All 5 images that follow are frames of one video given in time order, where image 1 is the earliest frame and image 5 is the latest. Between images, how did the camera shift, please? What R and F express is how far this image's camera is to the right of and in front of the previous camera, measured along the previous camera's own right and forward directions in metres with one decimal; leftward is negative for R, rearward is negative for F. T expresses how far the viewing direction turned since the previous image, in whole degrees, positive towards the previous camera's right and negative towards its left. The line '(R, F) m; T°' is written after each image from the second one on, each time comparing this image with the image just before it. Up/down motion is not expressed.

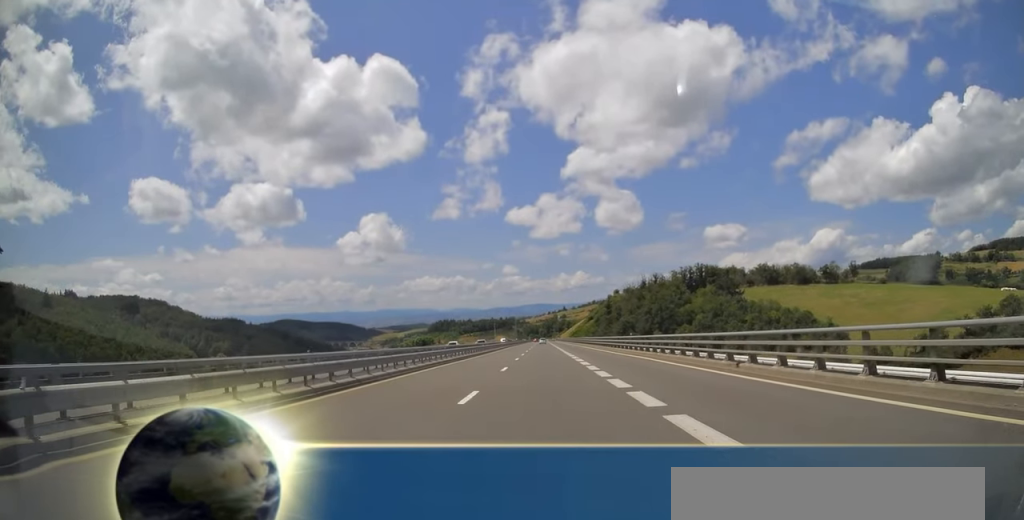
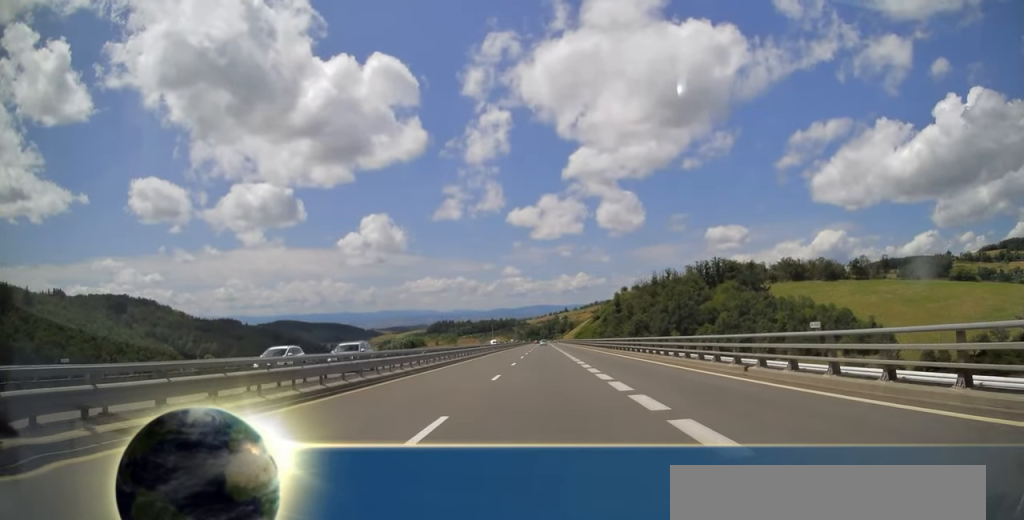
(0.0, +30.7) m; 0°
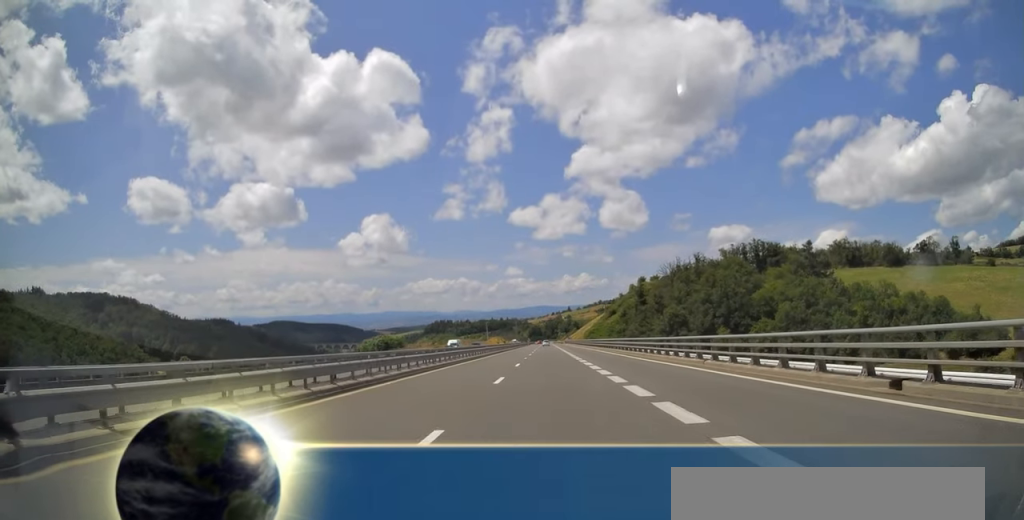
(0.0, +53.6) m; 0°
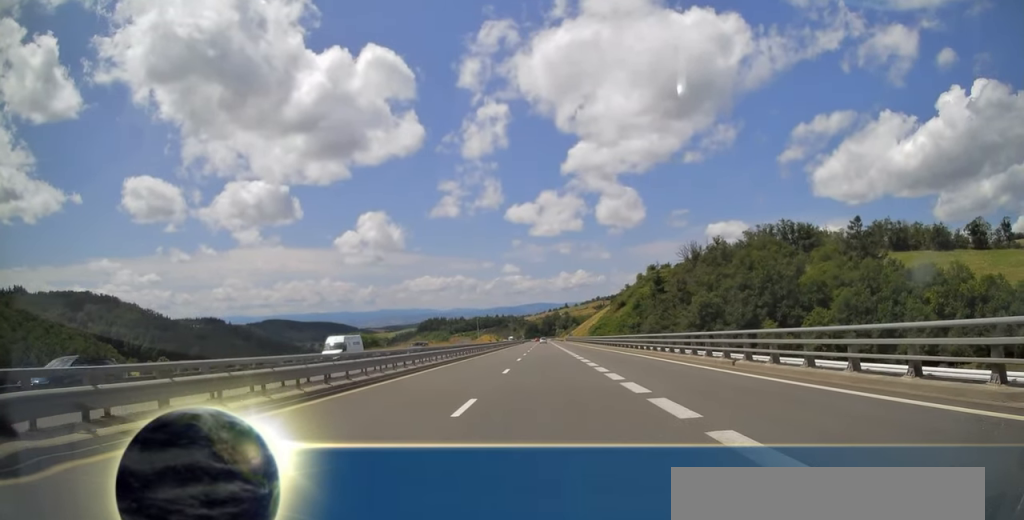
(0.0, +34.4) m; 0°
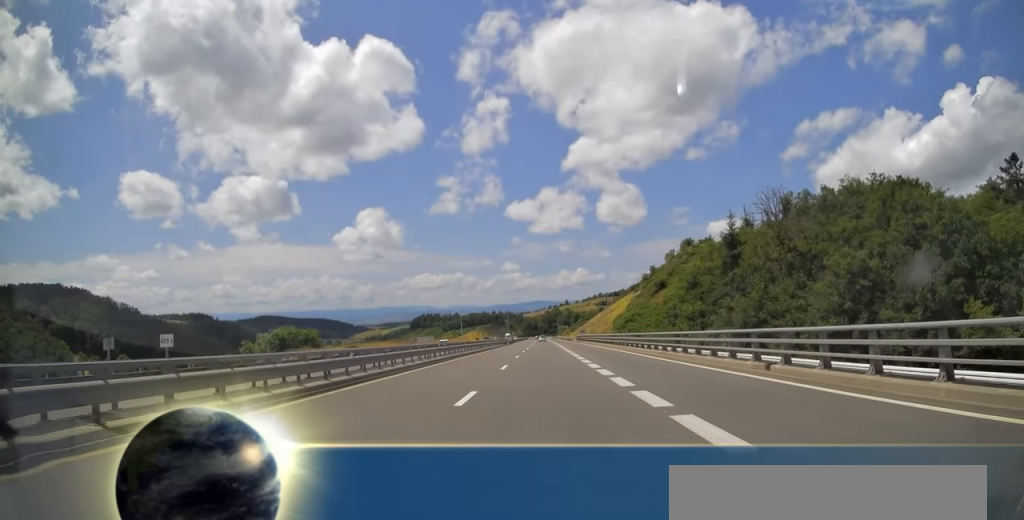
(+1.4, +63.5) m; +2°
